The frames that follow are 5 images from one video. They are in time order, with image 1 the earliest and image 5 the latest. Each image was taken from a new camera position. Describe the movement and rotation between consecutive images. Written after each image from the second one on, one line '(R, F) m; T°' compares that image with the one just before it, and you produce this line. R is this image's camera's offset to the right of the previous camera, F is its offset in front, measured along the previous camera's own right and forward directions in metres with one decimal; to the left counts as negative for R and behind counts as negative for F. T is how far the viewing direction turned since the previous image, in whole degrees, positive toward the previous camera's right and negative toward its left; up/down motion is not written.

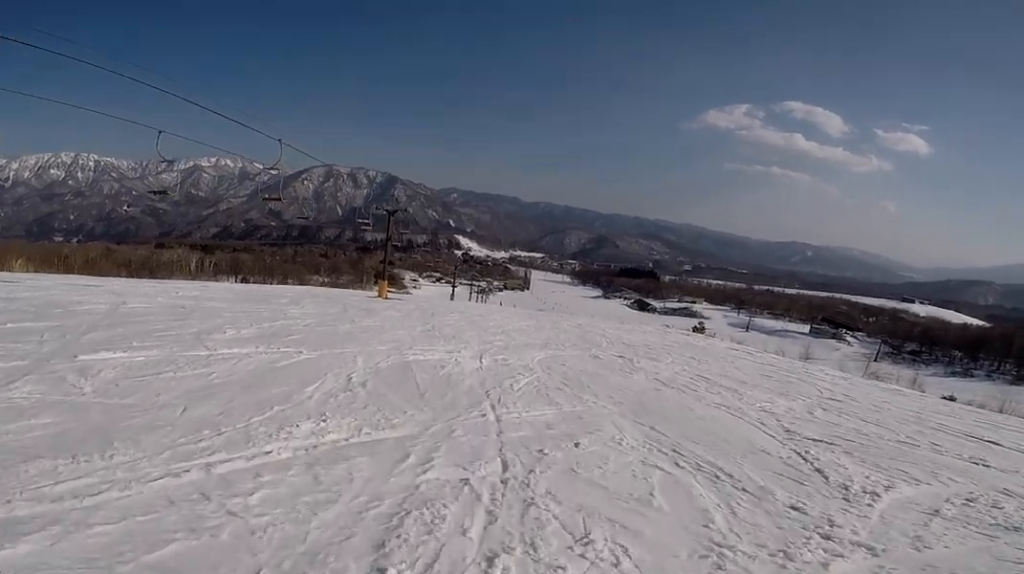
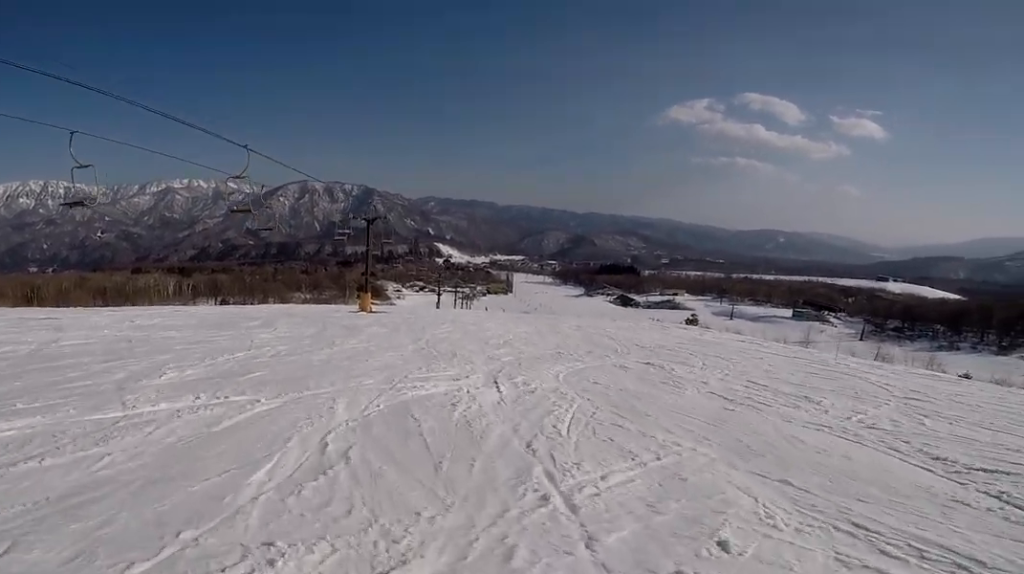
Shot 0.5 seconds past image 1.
(-0.9, +2.1) m; -4°
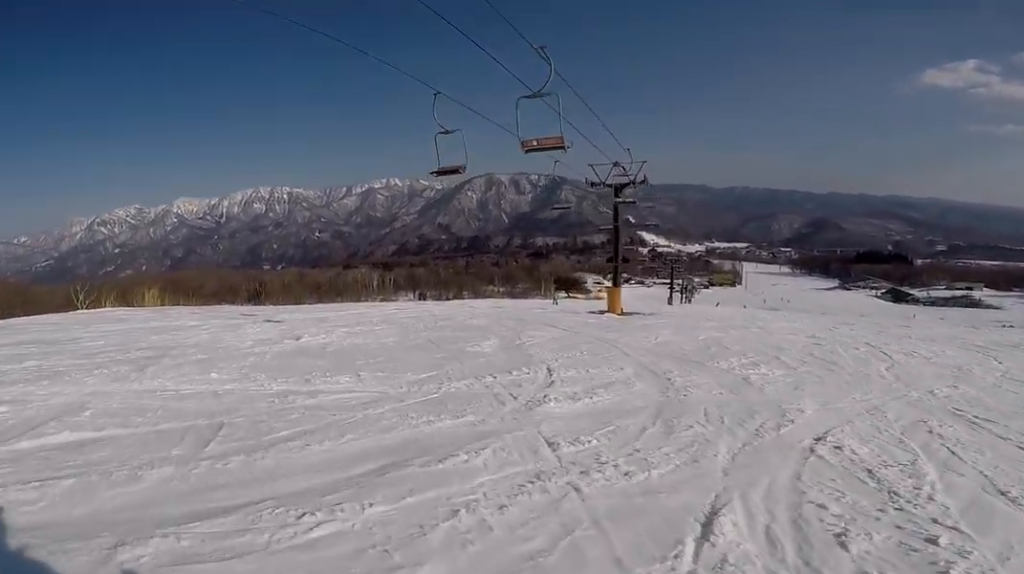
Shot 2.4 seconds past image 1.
(-0.6, +9.7) m; -4°
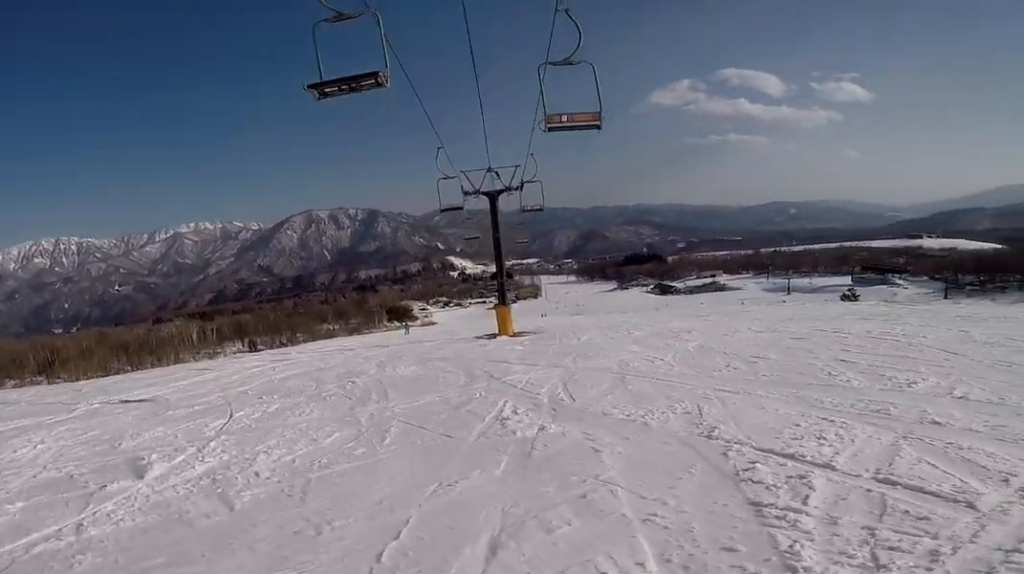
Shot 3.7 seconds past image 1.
(+0.7, +6.5) m; +23°
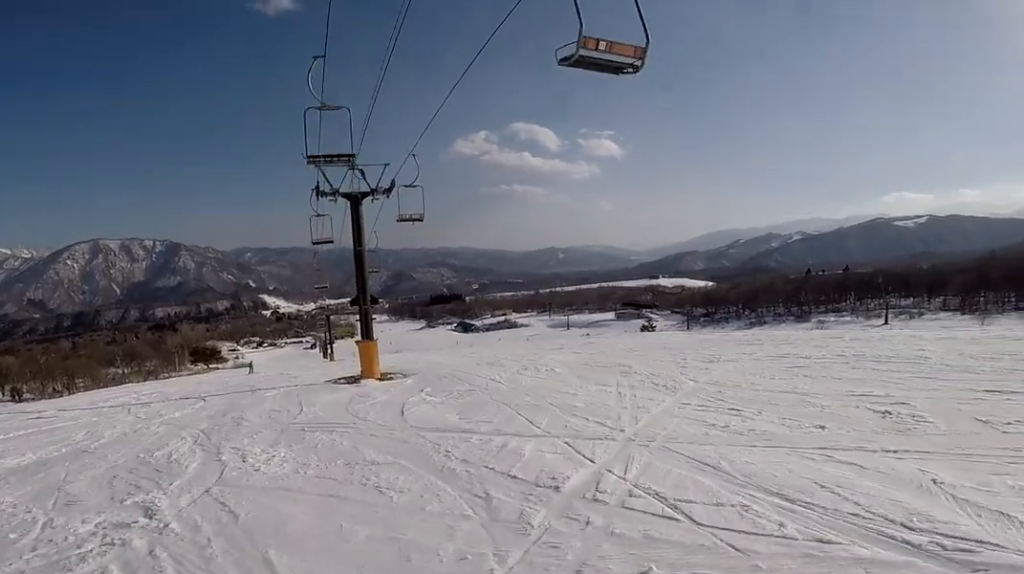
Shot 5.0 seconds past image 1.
(+1.8, +6.0) m; +36°
